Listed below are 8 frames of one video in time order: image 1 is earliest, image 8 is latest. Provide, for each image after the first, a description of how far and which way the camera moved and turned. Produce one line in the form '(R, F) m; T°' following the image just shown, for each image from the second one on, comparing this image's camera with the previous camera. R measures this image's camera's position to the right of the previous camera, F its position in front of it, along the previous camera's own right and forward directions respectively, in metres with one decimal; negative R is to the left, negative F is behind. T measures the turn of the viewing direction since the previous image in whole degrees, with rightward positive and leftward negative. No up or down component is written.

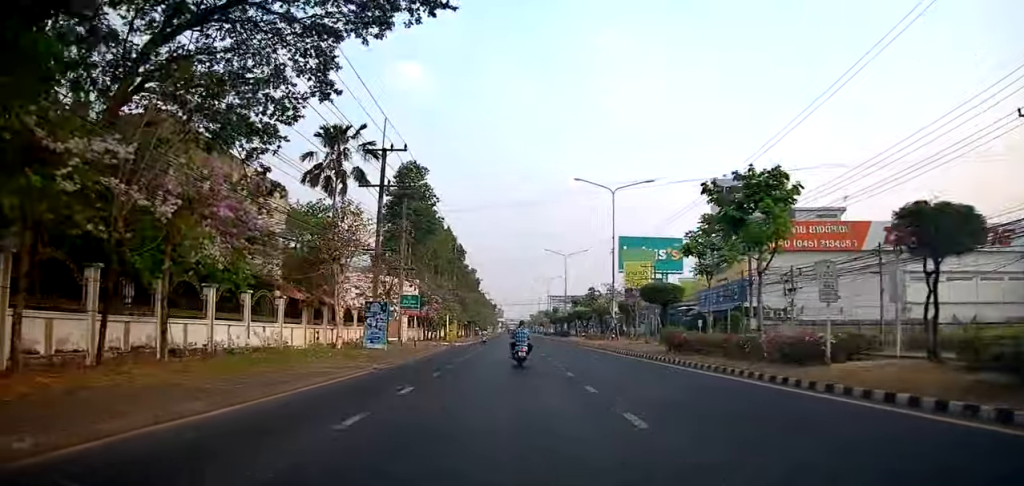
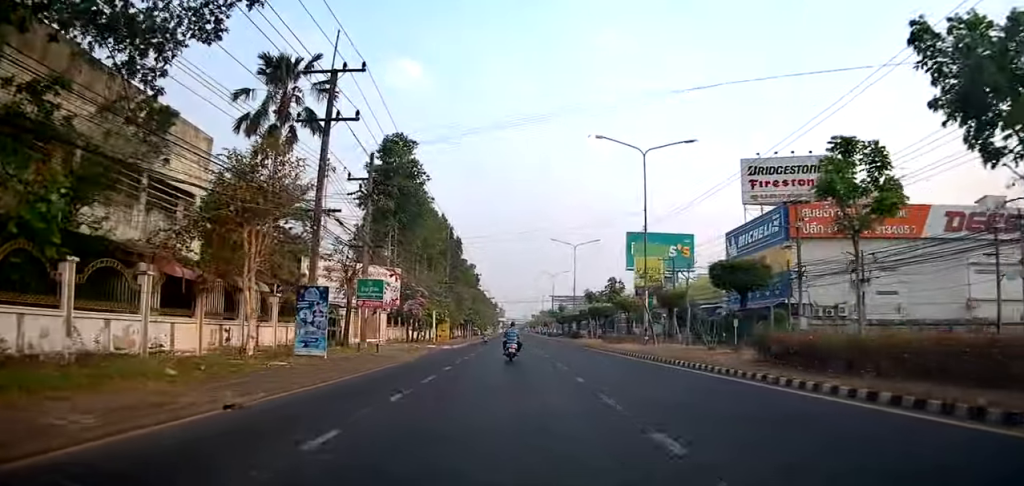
(+0.6, +10.0) m; 0°
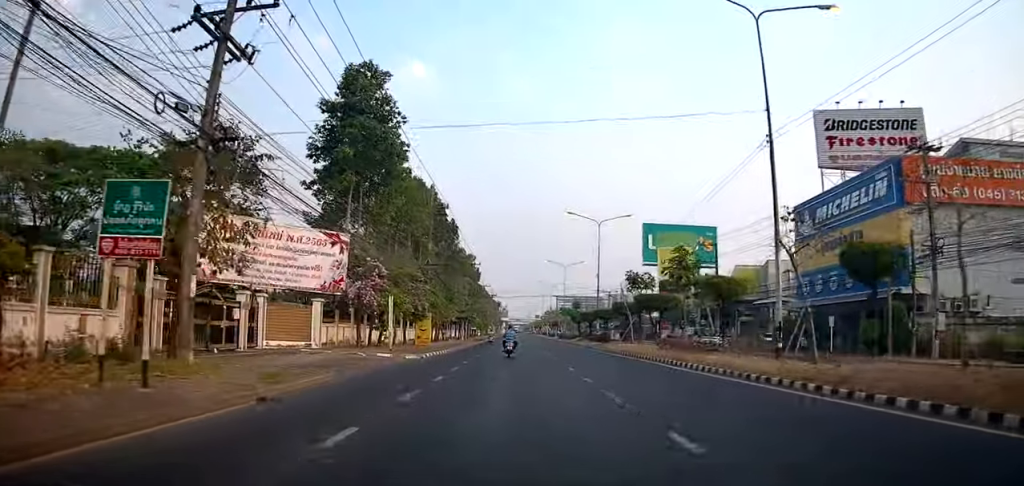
(-0.7, +16.4) m; 0°
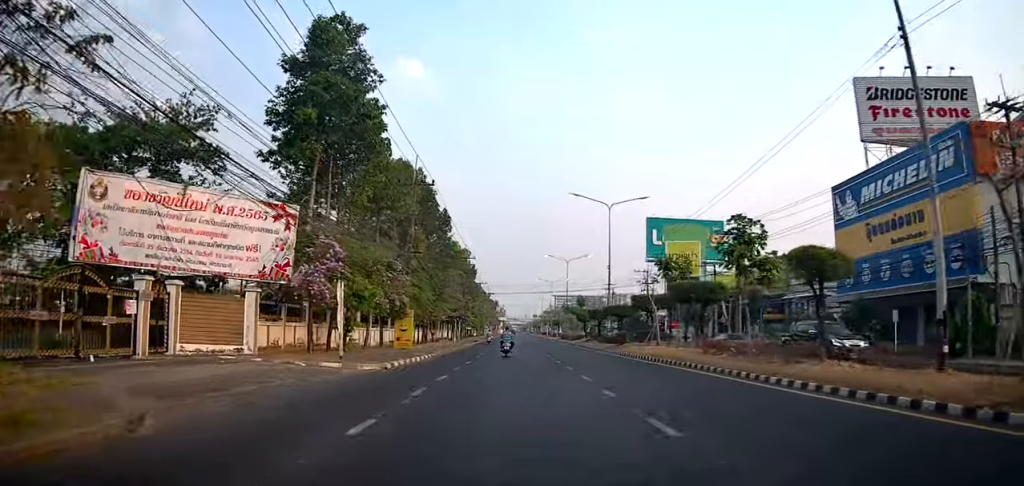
(+0.4, +7.3) m; 0°
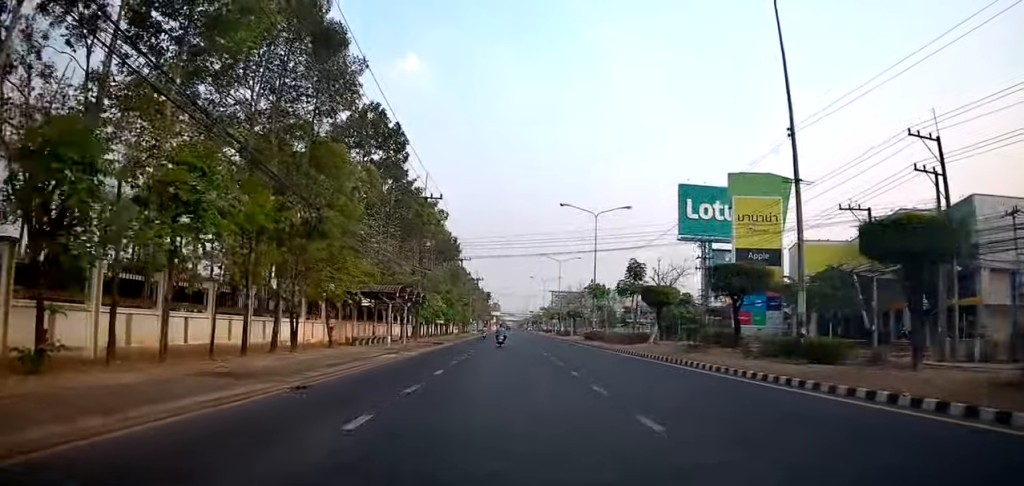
(+0.4, +32.7) m; 0°
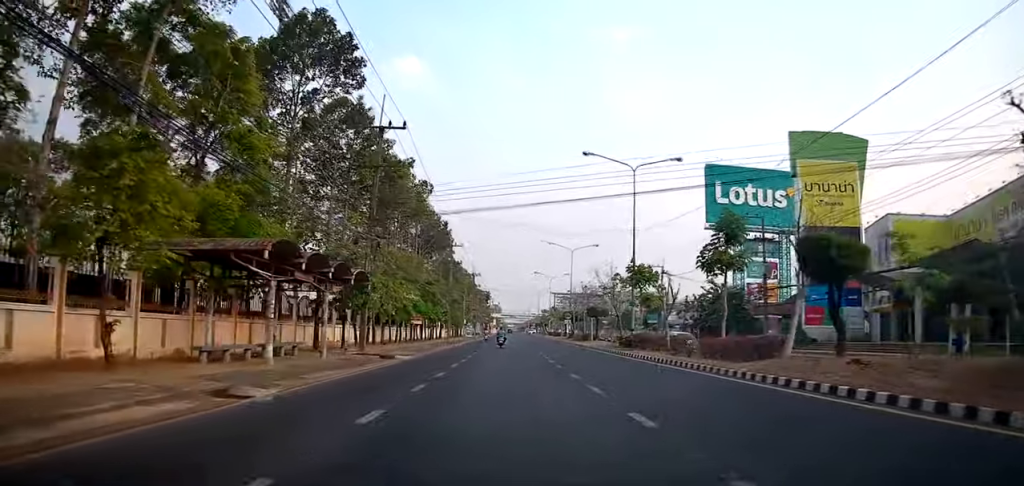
(-0.6, +16.5) m; +1°
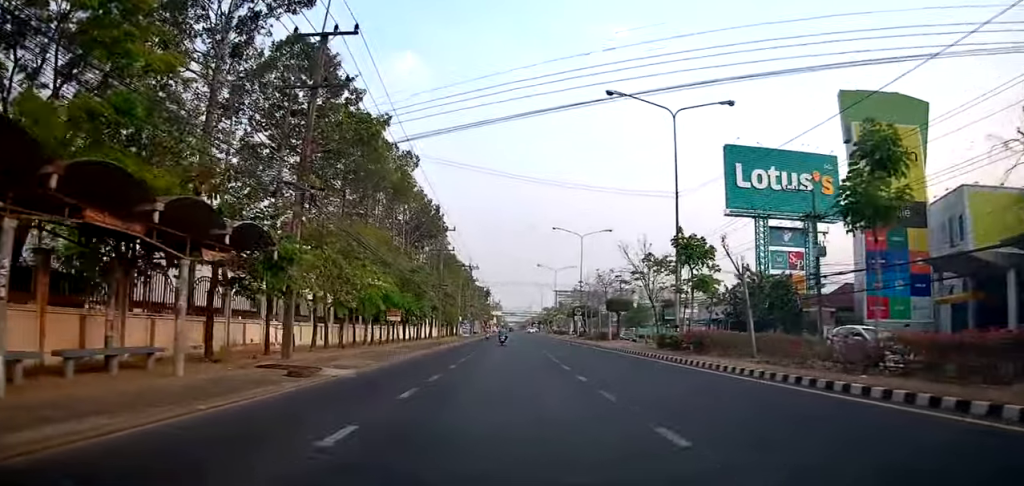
(+0.5, +9.6) m; +2°
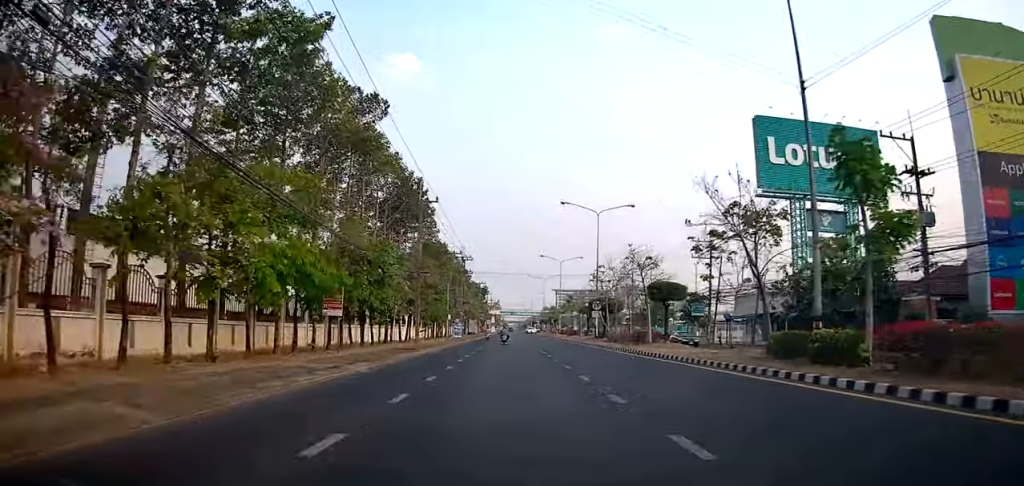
(+0.1, +12.9) m; -2°
